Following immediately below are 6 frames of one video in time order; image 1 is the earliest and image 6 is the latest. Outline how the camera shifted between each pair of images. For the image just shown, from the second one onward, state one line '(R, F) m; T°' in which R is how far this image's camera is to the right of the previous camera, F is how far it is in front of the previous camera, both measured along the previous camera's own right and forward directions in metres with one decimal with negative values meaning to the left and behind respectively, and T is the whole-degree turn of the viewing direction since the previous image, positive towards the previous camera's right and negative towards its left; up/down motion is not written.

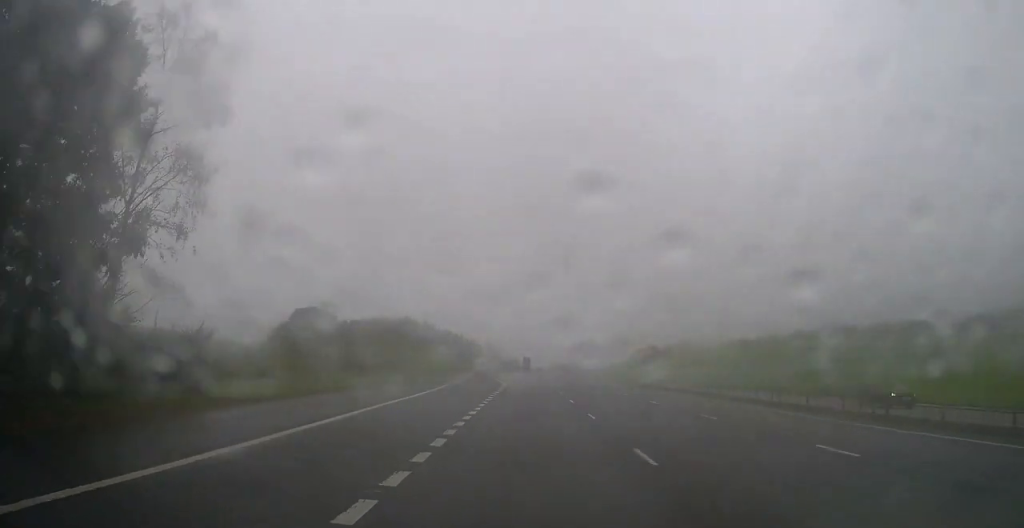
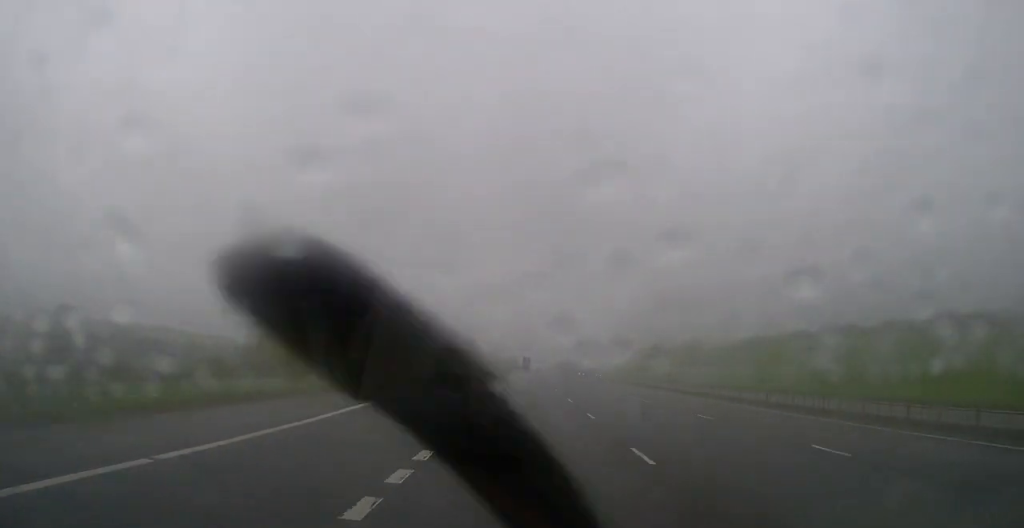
(0.0, +17.7) m; 0°
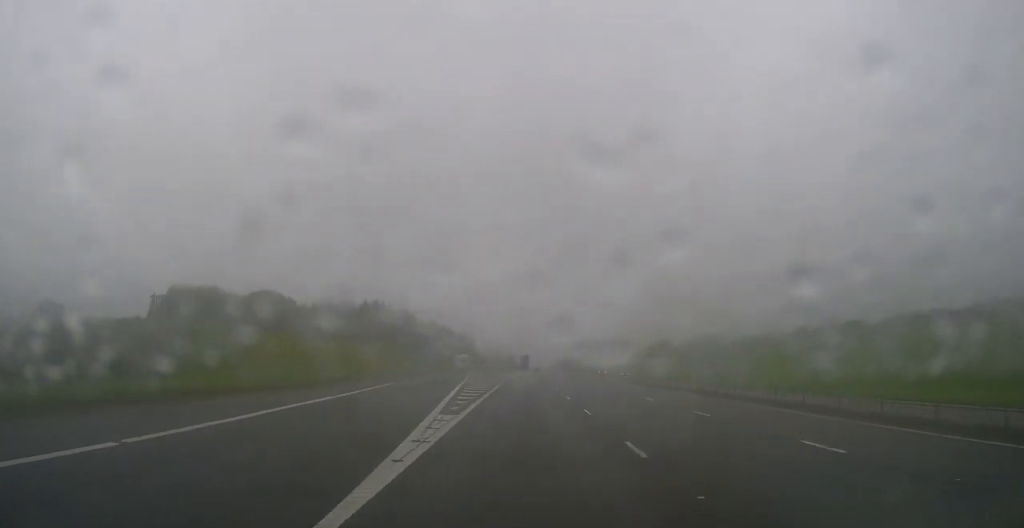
(0.0, +26.9) m; 0°
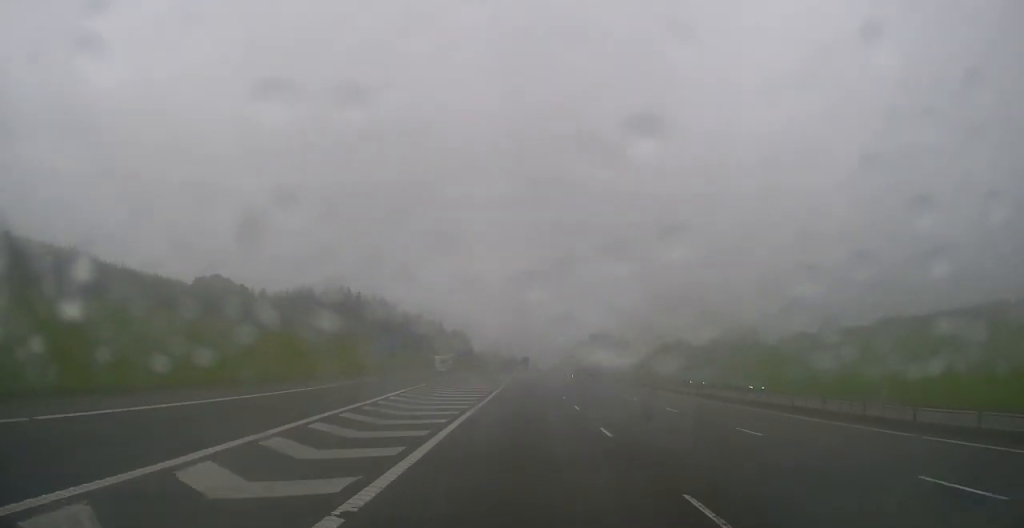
(0.0, +40.8) m; 0°
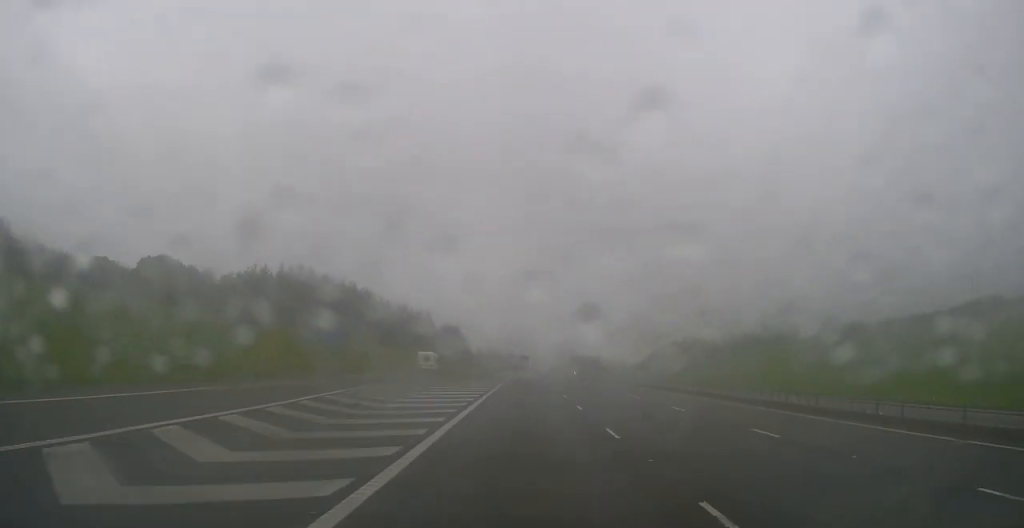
(0.0, +28.5) m; 0°
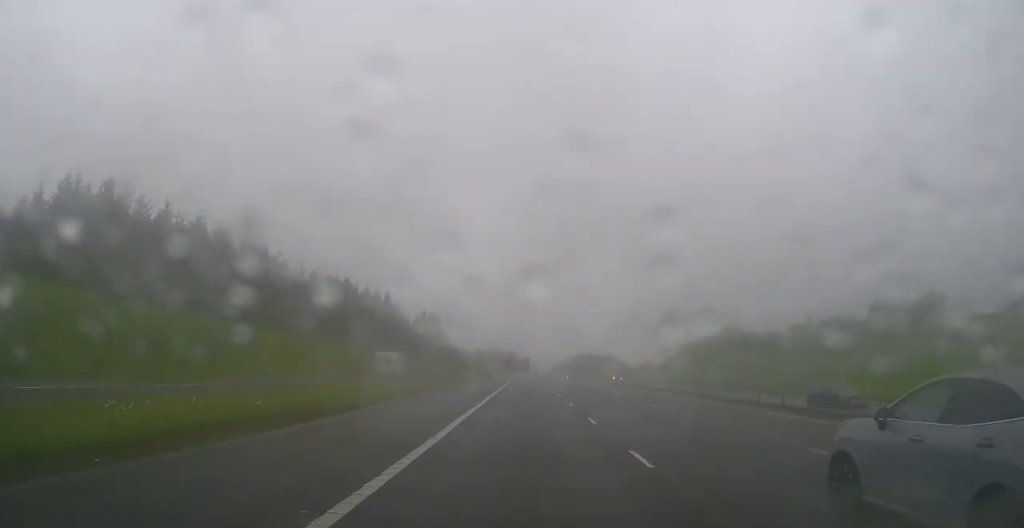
(+0.1, +66.8) m; 0°
